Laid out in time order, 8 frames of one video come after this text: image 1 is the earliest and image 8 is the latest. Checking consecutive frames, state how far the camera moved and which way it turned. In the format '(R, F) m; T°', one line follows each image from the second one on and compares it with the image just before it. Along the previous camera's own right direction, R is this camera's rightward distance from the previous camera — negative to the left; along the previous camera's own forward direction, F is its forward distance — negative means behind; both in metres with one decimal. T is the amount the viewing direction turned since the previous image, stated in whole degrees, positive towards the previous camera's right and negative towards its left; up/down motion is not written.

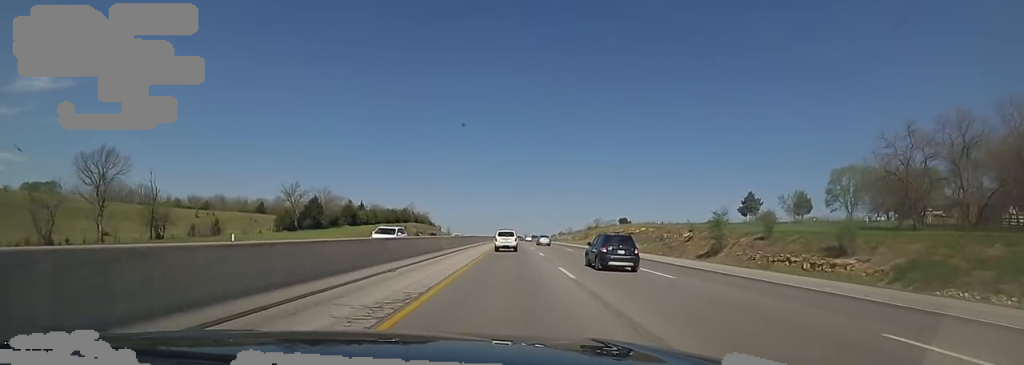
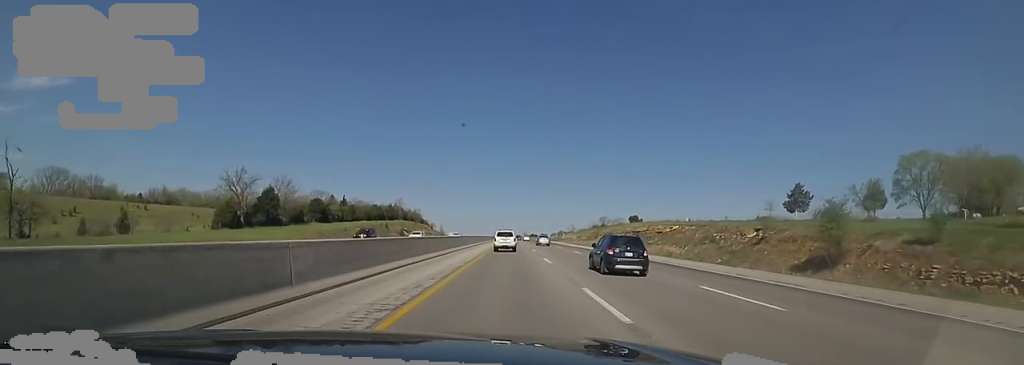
(+0.3, +22.4) m; 0°
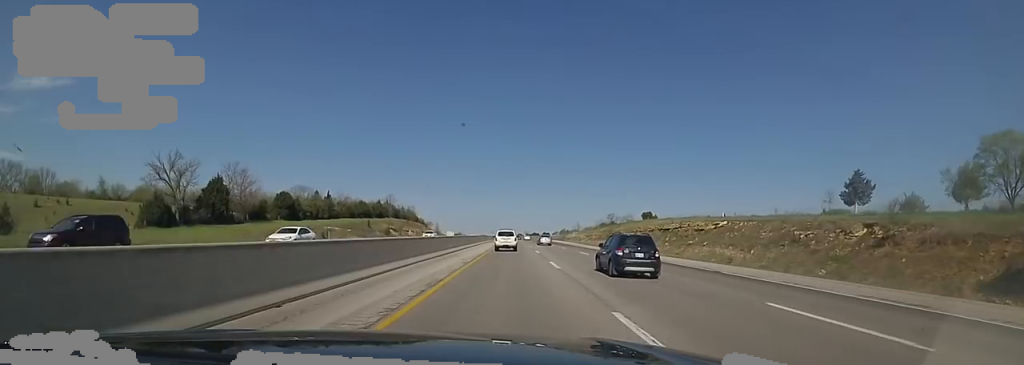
(+0.2, +19.0) m; -1°
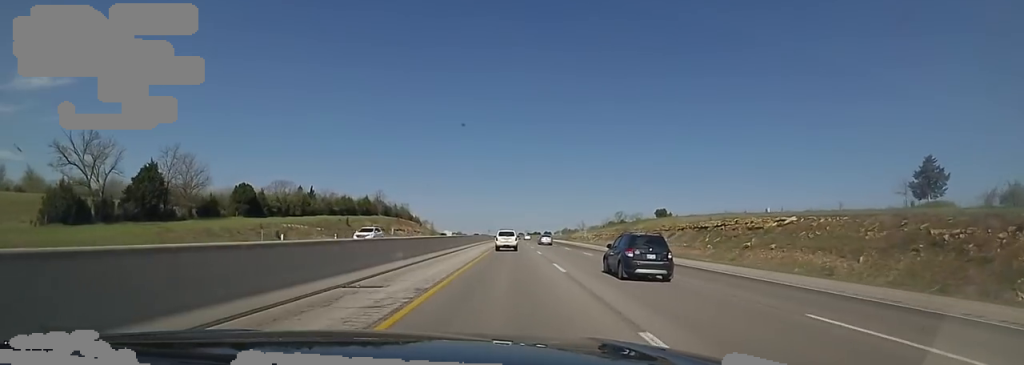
(-0.5, +17.8) m; 0°
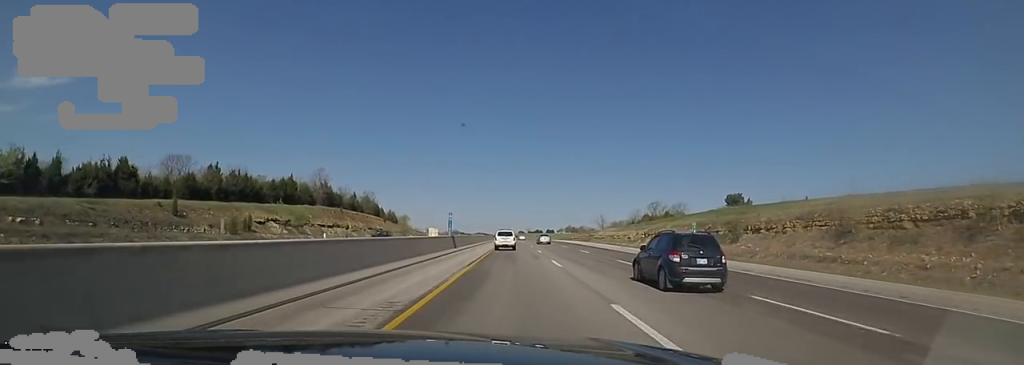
(+0.9, +58.0) m; +3°
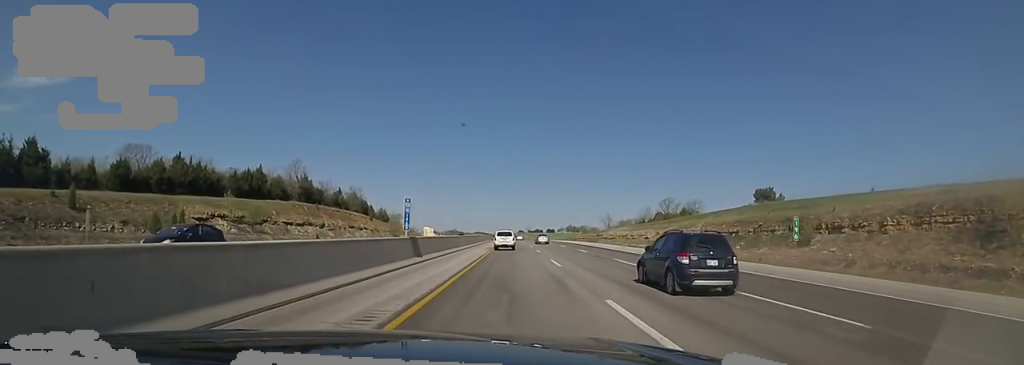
(+0.1, +14.6) m; 0°
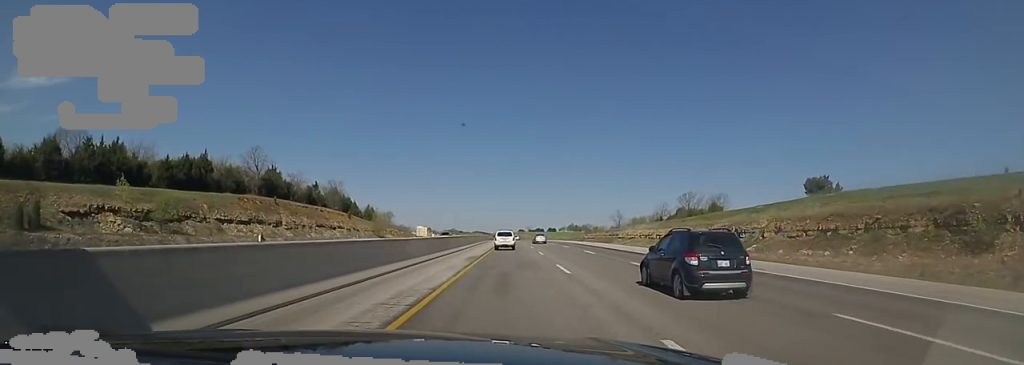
(0.0, +19.1) m; -1°
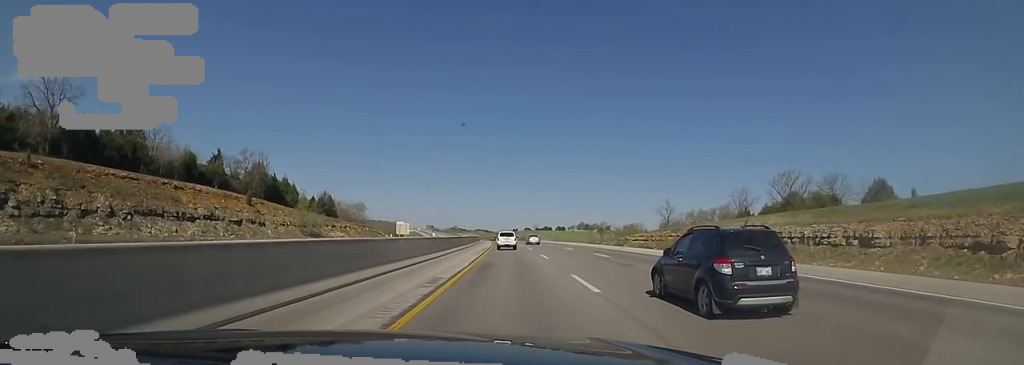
(-2.0, +51.1) m; -2°
